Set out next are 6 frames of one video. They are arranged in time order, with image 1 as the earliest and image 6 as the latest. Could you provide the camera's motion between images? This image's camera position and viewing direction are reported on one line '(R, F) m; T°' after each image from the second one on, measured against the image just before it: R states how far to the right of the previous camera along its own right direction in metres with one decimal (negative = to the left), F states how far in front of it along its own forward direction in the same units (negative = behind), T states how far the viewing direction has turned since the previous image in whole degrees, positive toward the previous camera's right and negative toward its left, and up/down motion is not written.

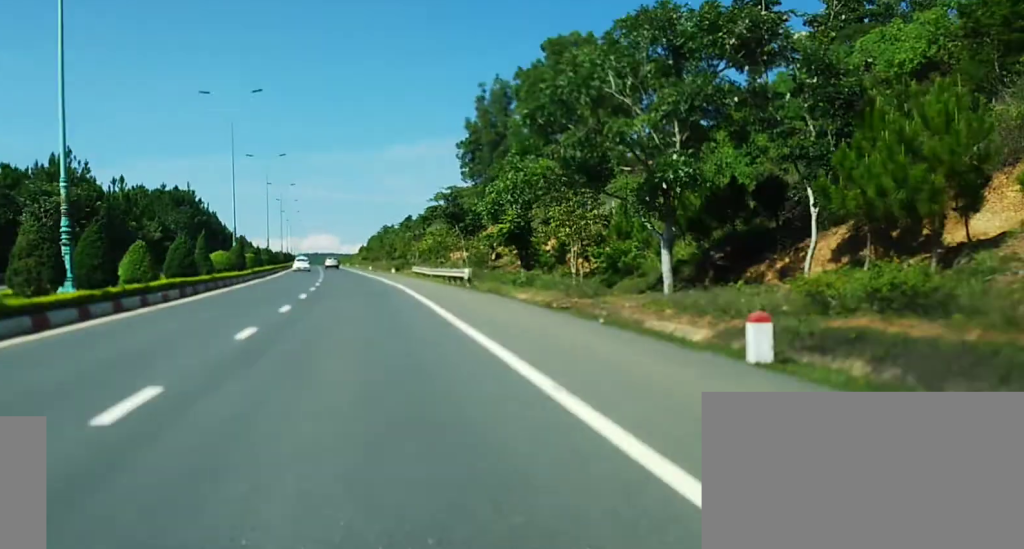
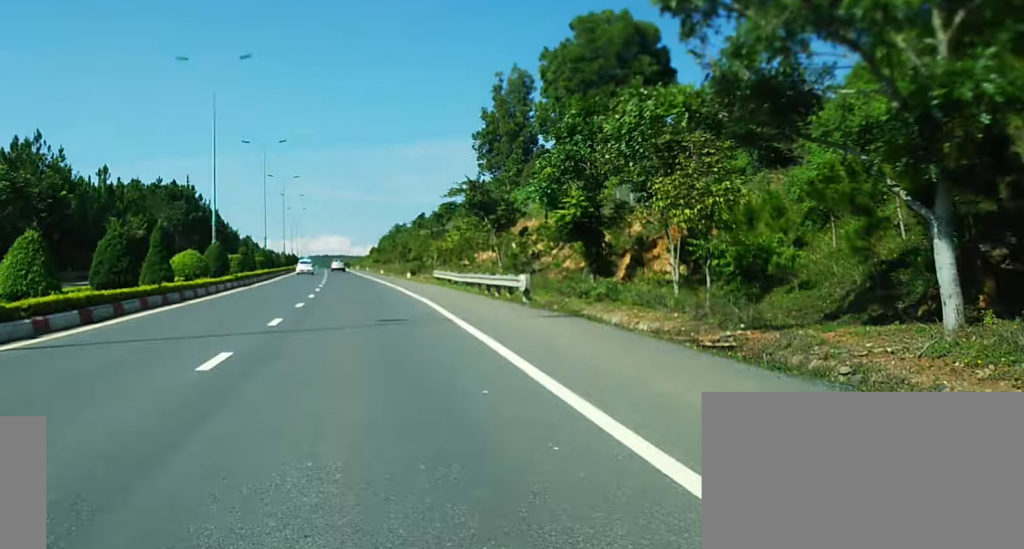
(+0.1, +12.3) m; -1°
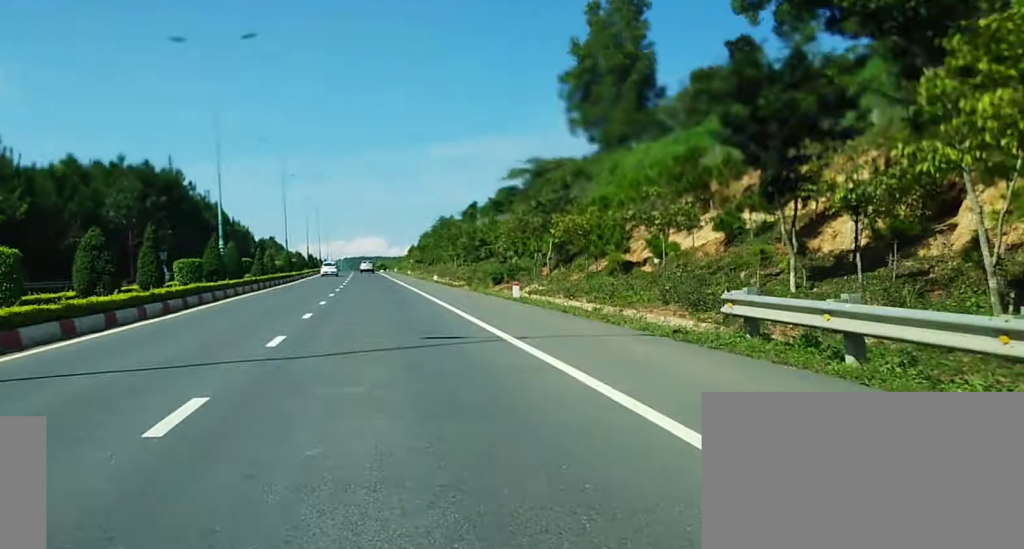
(-1.1, +42.5) m; -2°
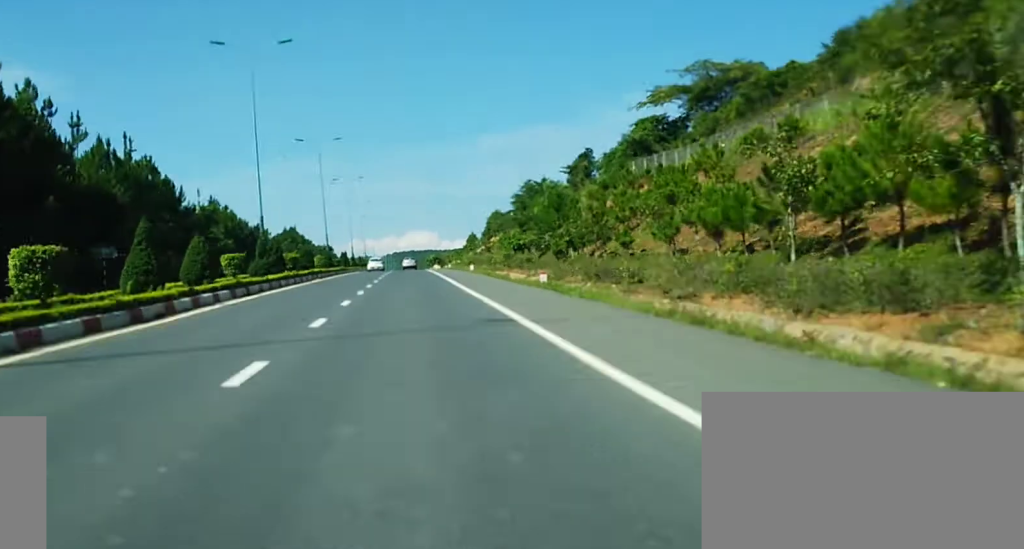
(-1.3, +79.6) m; -1°
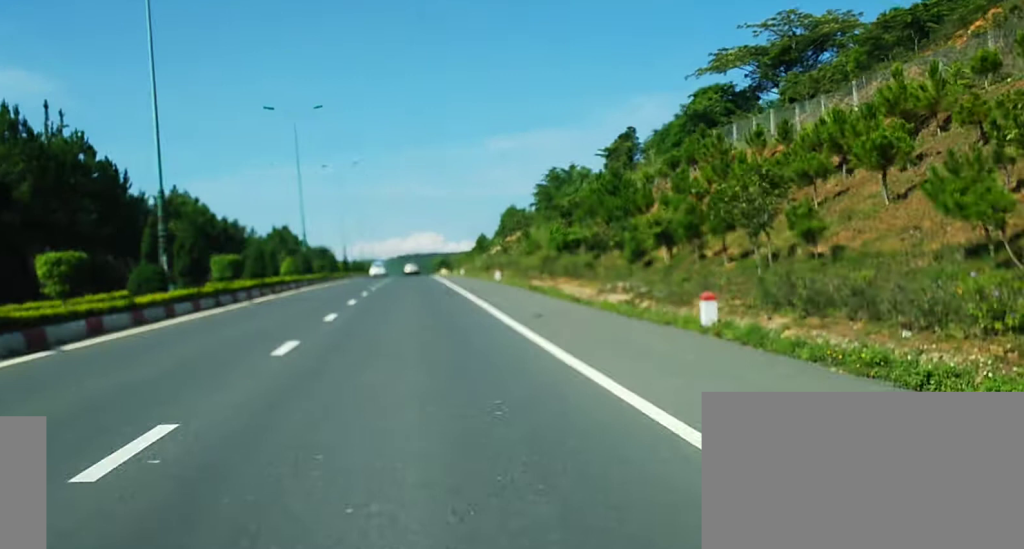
(+0.1, +20.2) m; 0°
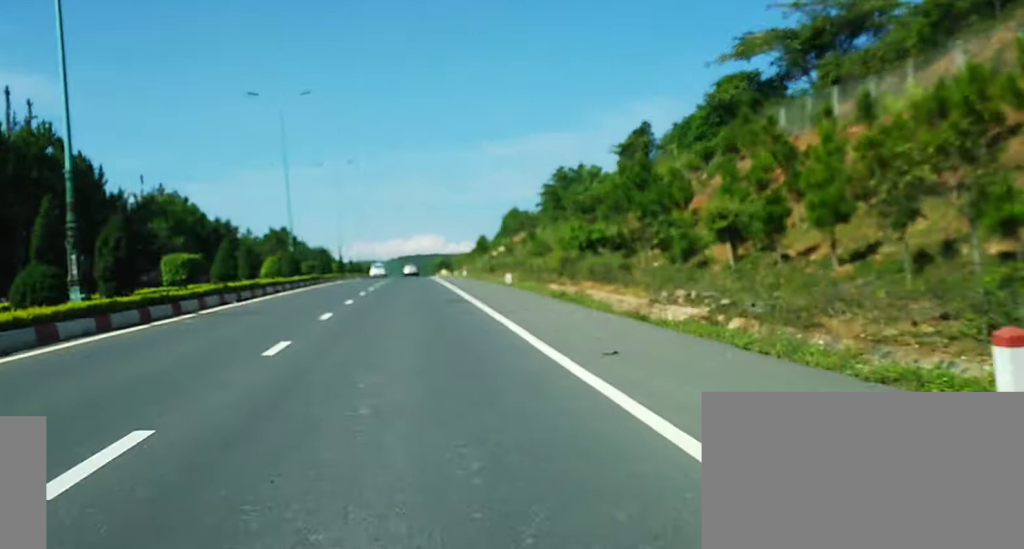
(+0.1, +8.6) m; 0°
